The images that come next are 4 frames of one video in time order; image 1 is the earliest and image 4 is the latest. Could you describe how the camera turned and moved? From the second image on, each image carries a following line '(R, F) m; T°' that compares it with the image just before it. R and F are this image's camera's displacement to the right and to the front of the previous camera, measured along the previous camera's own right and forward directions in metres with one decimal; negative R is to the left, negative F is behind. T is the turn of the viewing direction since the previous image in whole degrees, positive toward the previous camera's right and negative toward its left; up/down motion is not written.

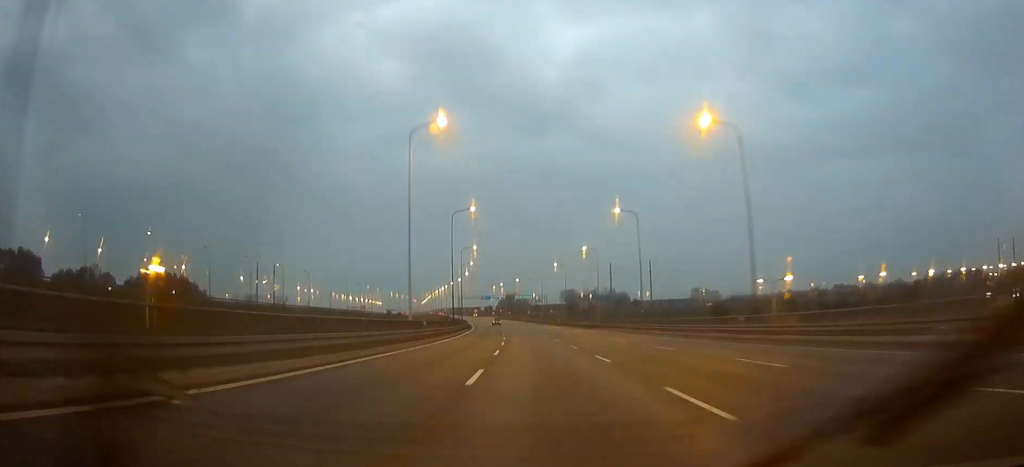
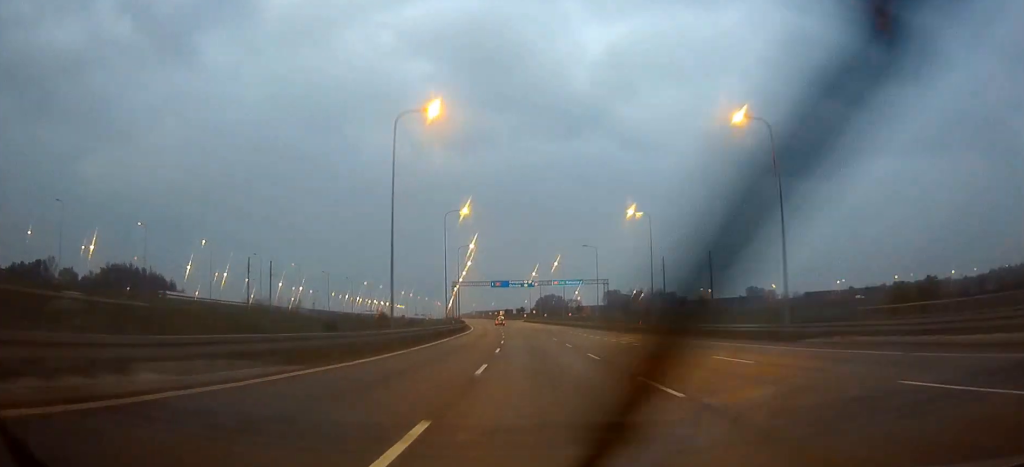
(-2.1, +69.6) m; -3°
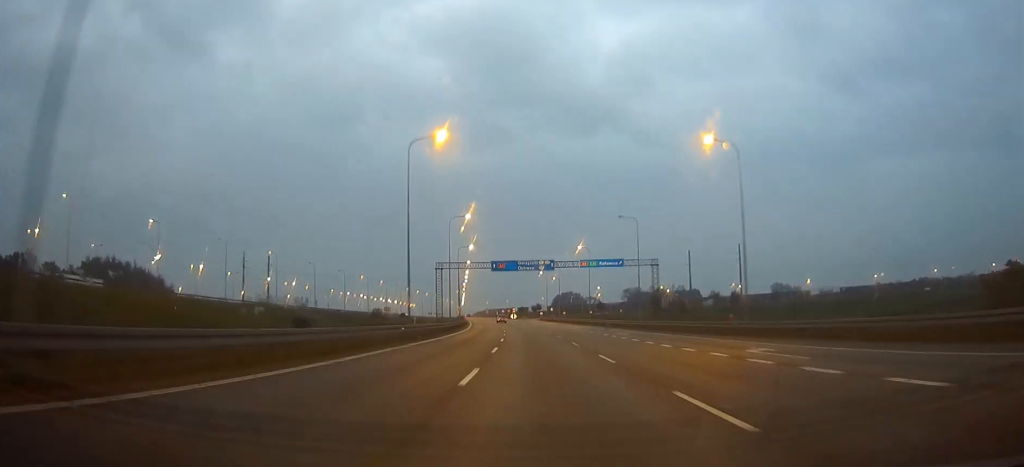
(-0.2, +27.6) m; -1°
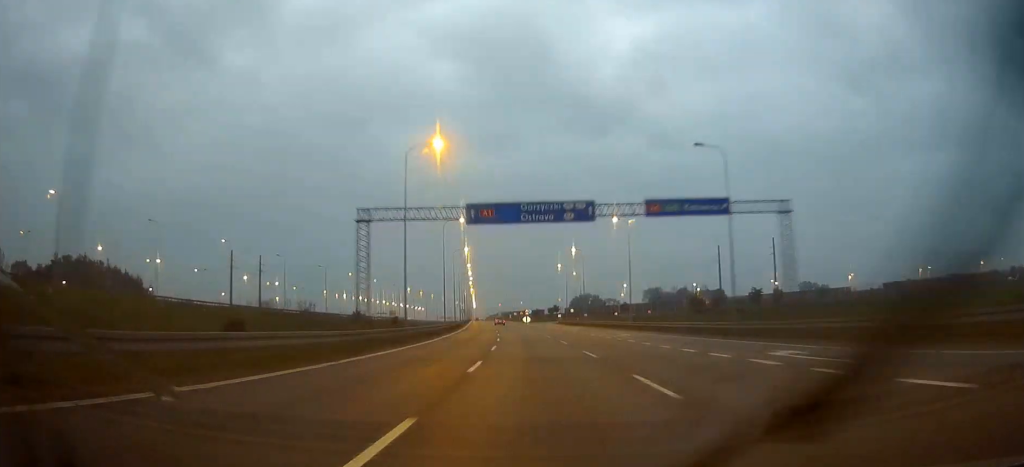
(-0.4, +33.0) m; -1°
